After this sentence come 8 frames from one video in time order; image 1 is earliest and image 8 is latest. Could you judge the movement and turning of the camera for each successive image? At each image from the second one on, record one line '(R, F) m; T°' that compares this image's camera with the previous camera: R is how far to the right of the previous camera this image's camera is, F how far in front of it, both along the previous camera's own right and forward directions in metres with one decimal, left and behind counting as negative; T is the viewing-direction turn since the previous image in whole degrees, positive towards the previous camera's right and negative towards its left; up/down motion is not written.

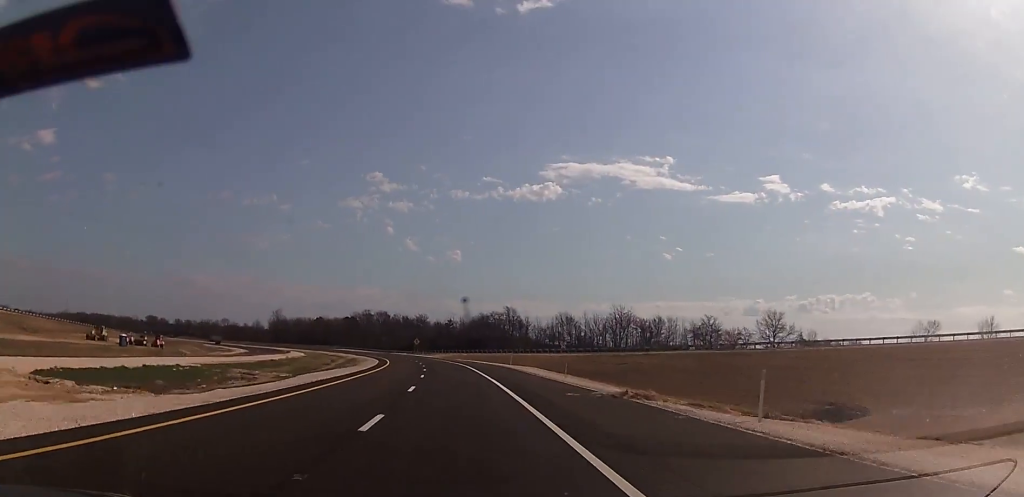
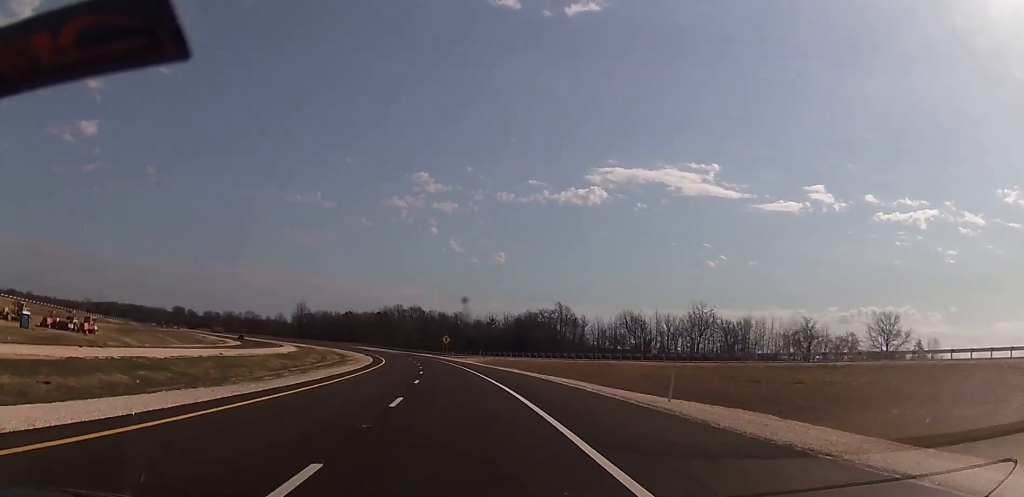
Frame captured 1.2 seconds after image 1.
(-1.1, +43.6) m; -3°
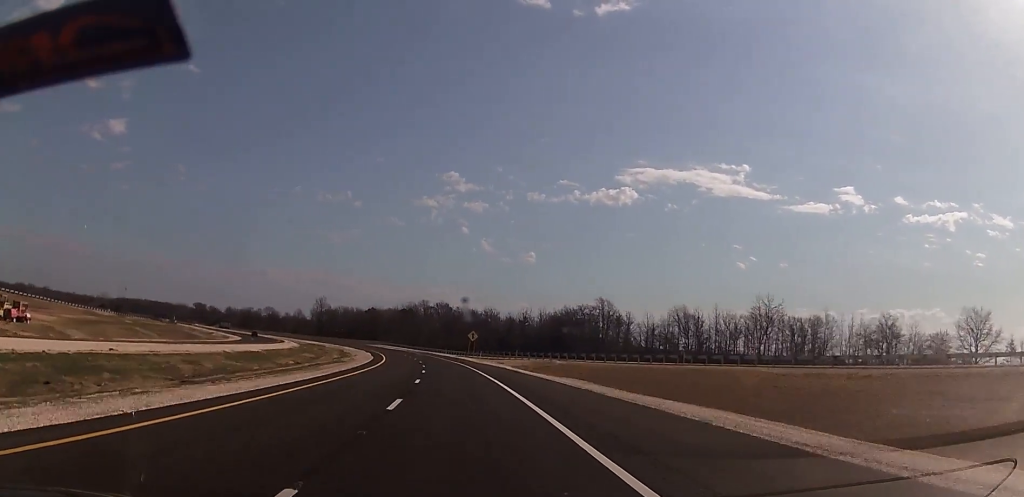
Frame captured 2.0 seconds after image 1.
(-0.3, +26.1) m; -2°
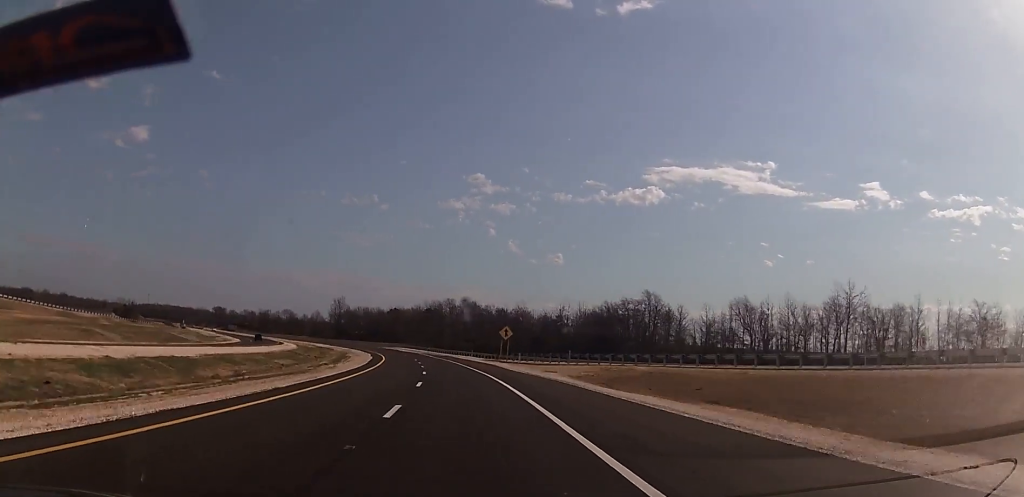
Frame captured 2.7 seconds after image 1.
(-0.1, +26.1) m; -2°
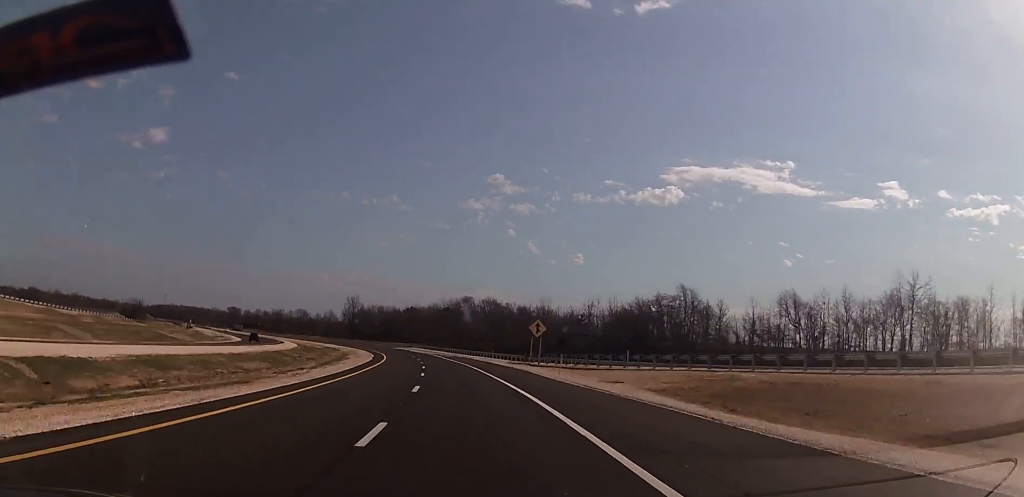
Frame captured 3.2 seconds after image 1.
(-0.5, +16.6) m; -2°
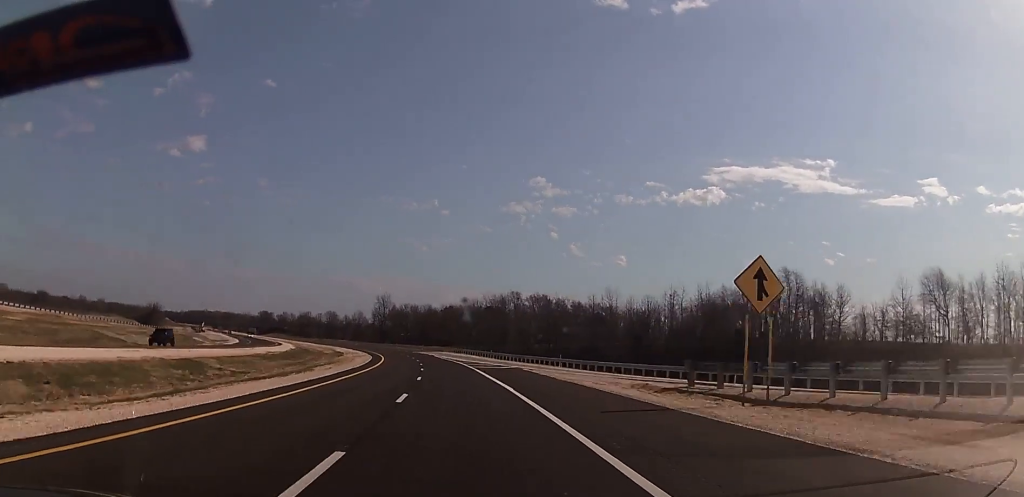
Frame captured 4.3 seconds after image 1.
(-1.8, +40.2) m; -4°
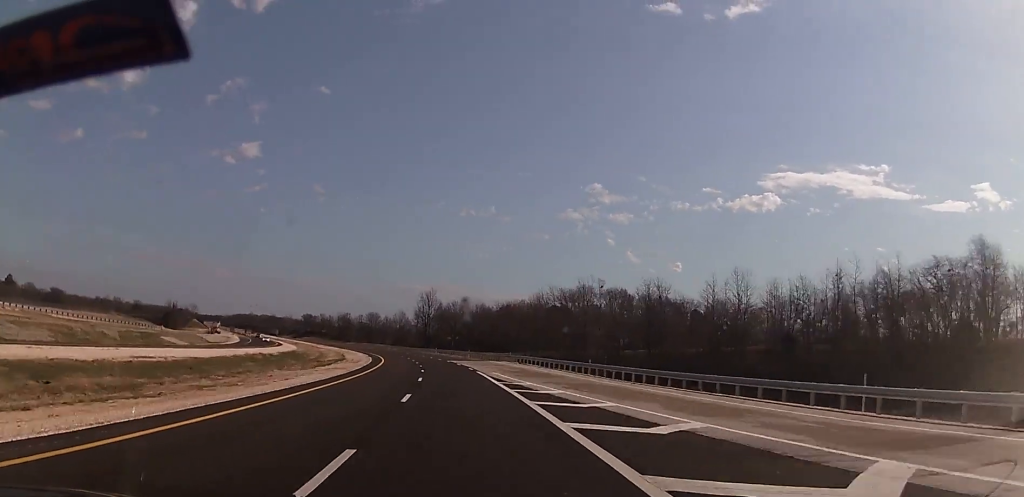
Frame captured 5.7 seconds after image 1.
(-0.8, +48.8) m; -3°
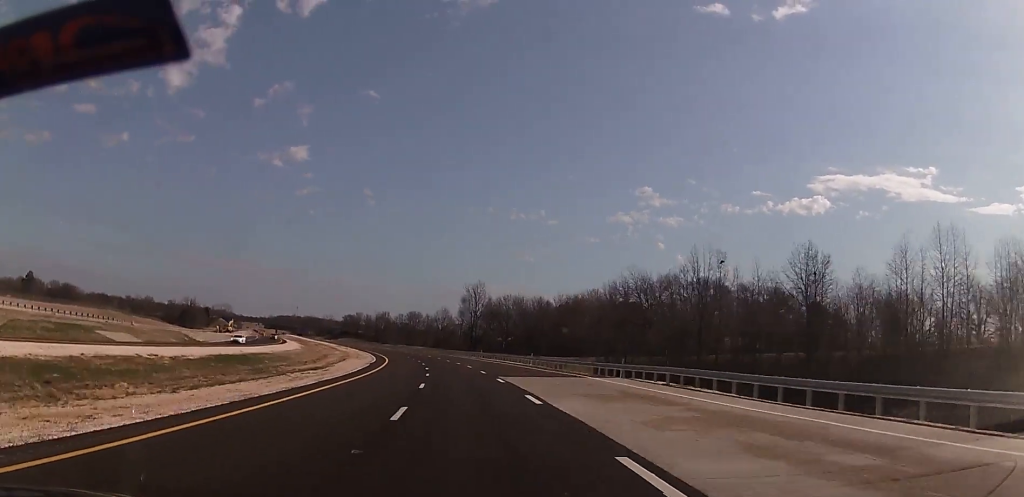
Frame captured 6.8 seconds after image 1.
(-1.9, +41.6) m; -5°
